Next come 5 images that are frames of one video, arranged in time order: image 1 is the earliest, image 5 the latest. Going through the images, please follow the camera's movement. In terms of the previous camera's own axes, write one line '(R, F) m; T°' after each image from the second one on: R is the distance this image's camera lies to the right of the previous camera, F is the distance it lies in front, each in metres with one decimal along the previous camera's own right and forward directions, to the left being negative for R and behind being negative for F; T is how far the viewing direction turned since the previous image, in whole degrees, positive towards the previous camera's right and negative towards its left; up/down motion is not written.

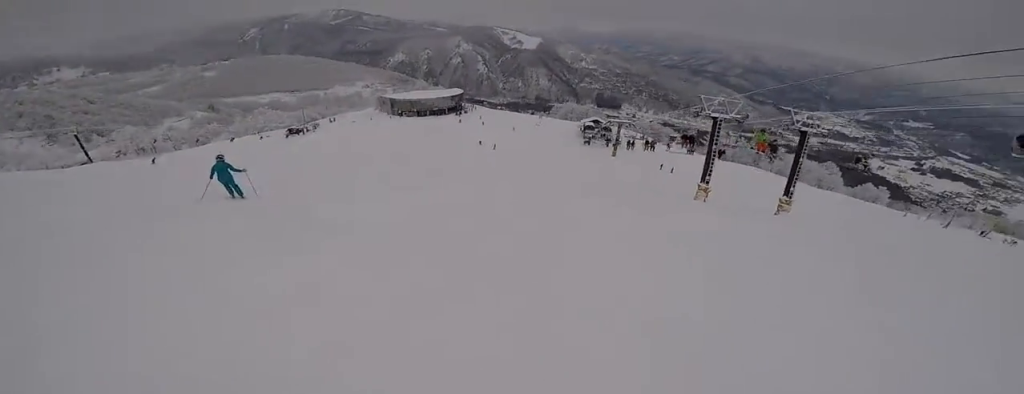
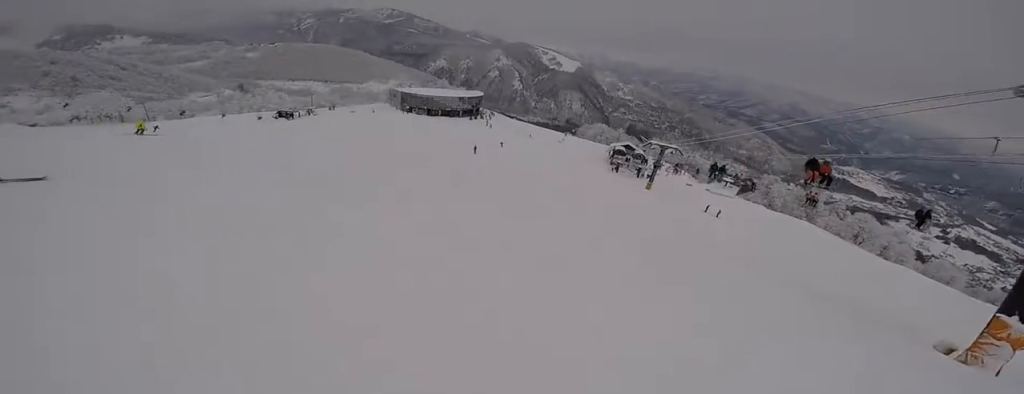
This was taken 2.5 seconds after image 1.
(-1.2, +22.9) m; -3°
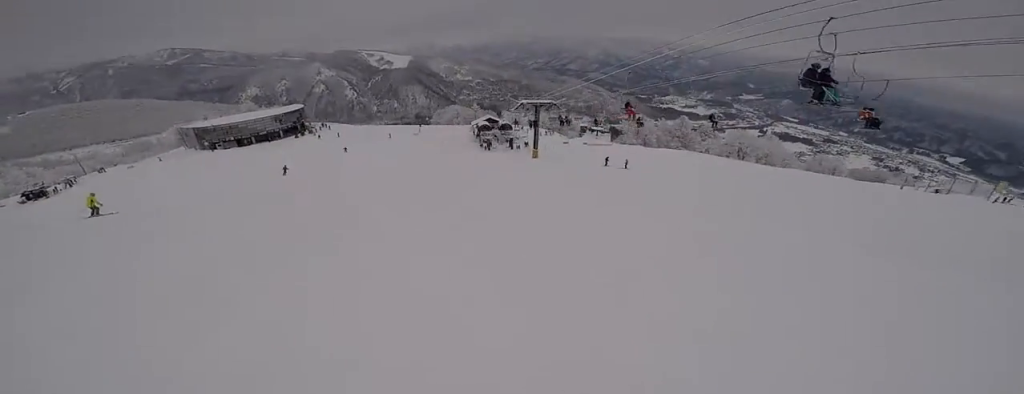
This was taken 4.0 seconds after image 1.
(+1.7, +16.2) m; +2°
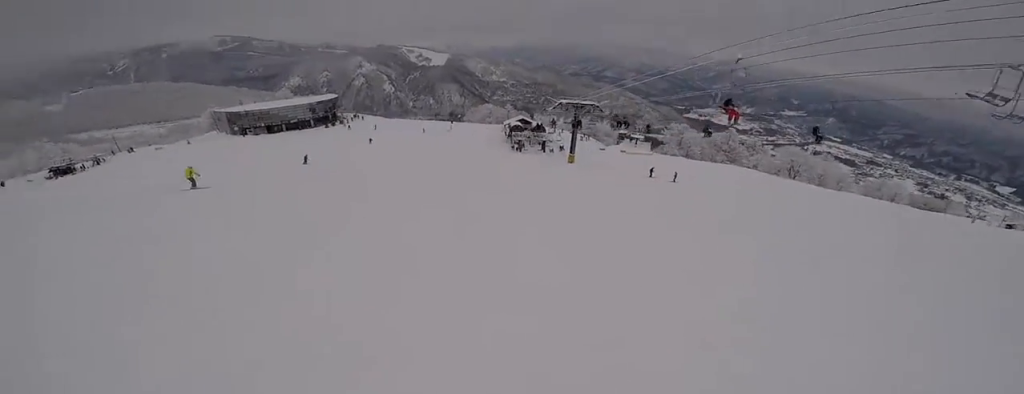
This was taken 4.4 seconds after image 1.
(-0.2, +5.4) m; -3°
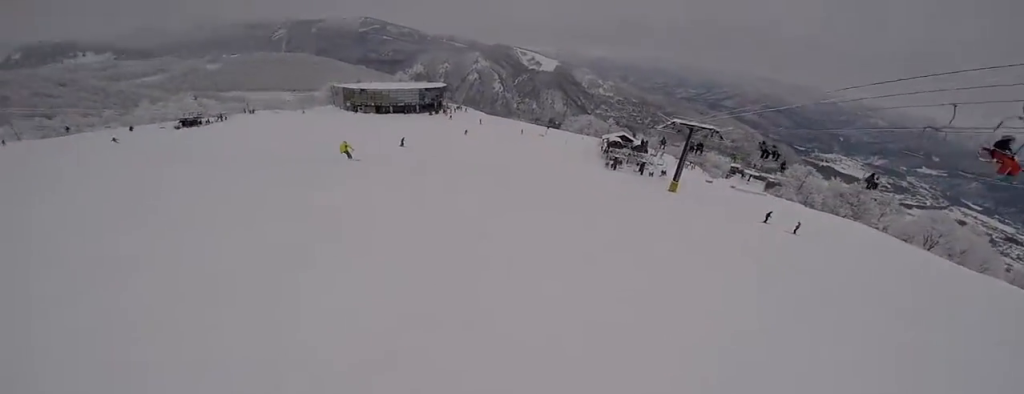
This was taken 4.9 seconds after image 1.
(-0.1, +5.1) m; -3°
